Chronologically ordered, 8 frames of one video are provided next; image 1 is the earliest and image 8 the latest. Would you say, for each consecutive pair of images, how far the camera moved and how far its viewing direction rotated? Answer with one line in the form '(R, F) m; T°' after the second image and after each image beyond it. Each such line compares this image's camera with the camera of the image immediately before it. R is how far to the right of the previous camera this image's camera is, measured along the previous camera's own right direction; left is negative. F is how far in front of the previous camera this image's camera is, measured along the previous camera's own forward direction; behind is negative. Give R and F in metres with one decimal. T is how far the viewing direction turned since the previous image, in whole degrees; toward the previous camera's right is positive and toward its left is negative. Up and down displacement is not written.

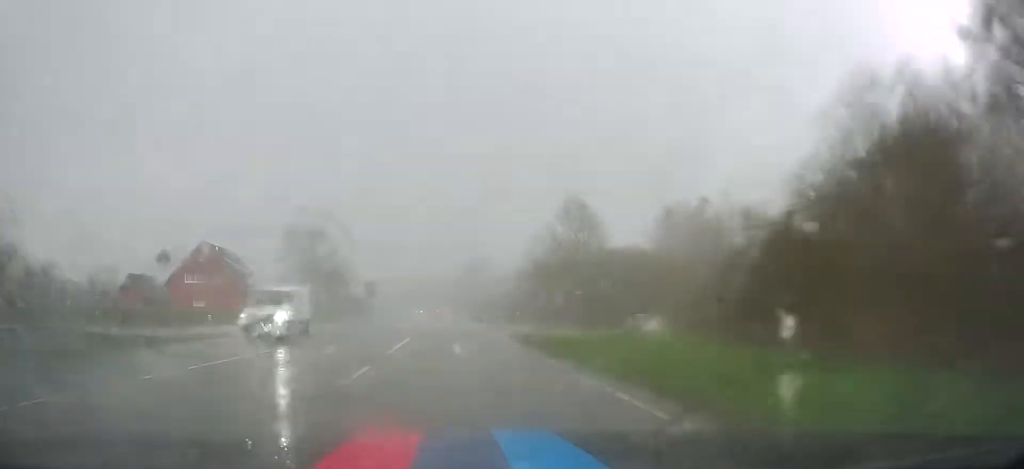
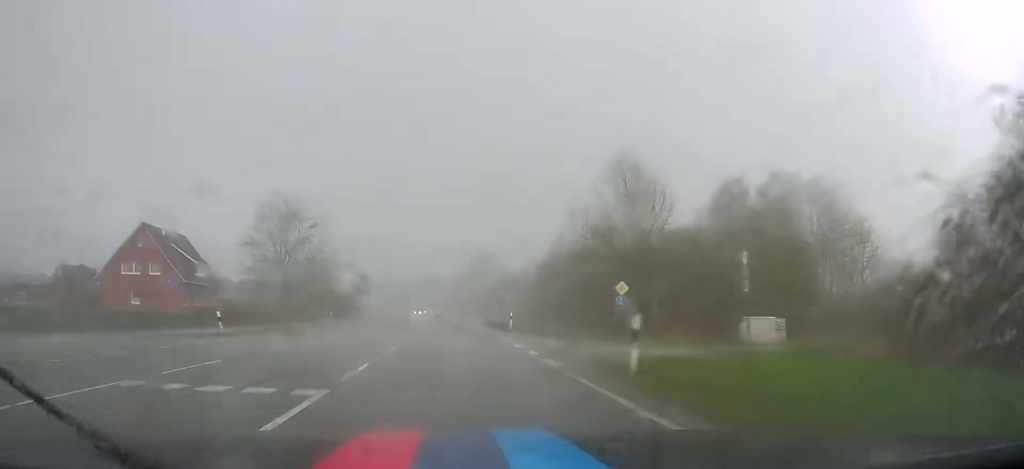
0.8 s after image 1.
(-0.1, +16.9) m; 0°
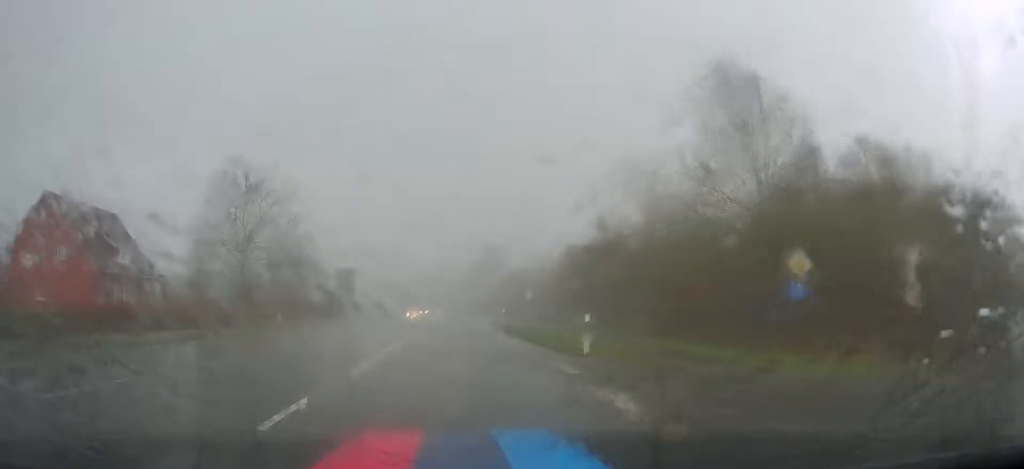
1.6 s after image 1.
(+0.2, +17.6) m; 0°
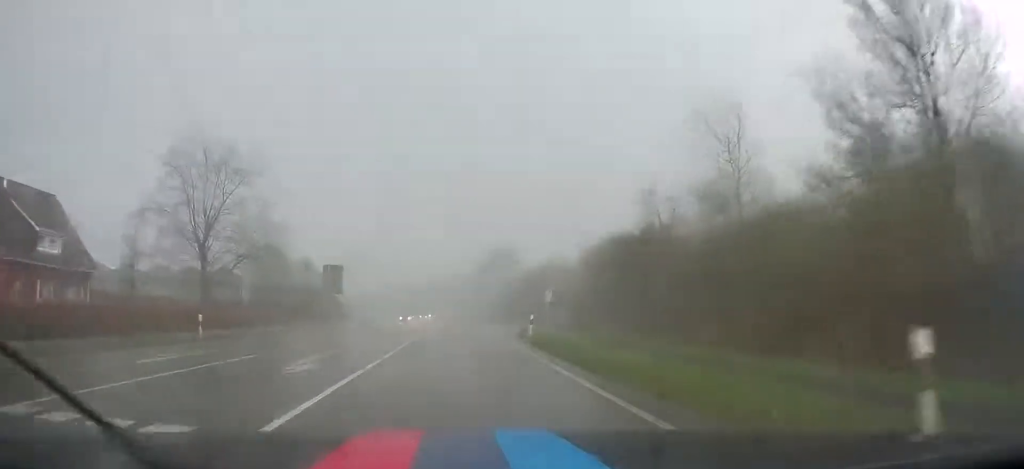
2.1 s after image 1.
(-0.1, +11.0) m; -1°
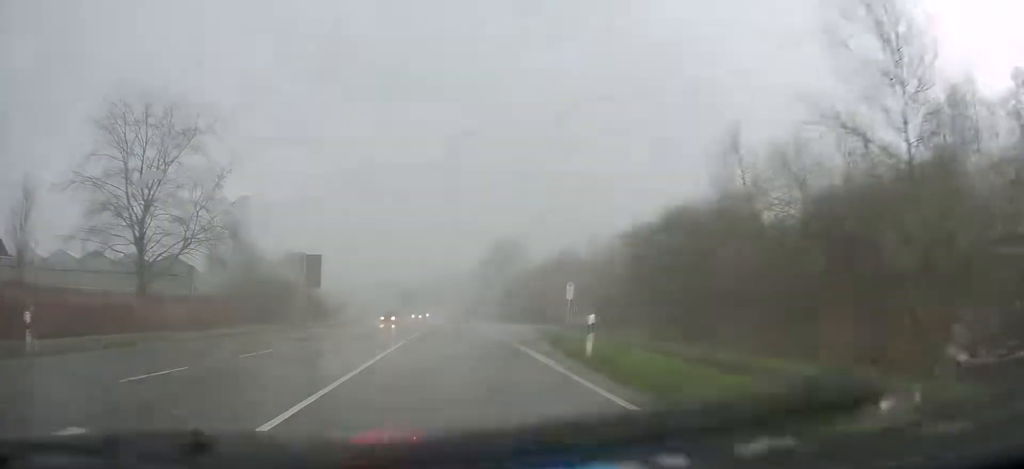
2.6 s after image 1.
(0.0, +11.3) m; -1°
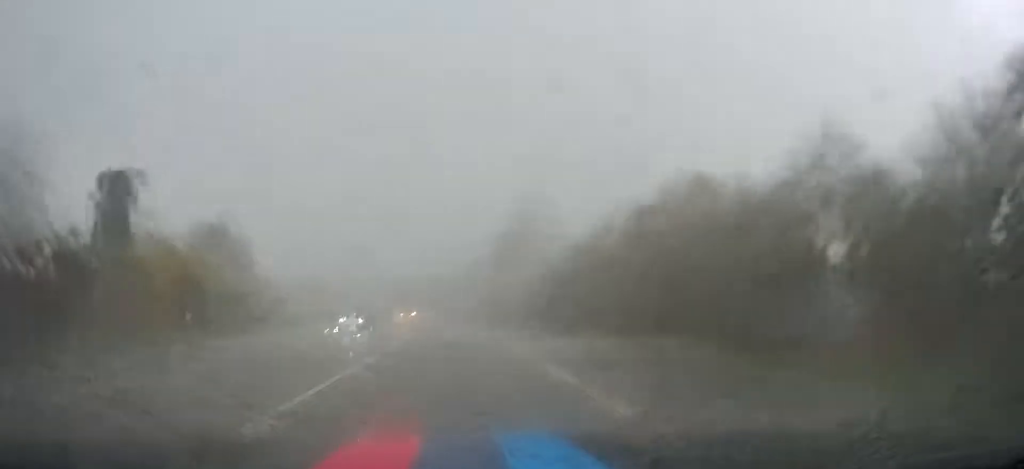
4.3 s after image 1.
(-0.1, +36.6) m; 0°
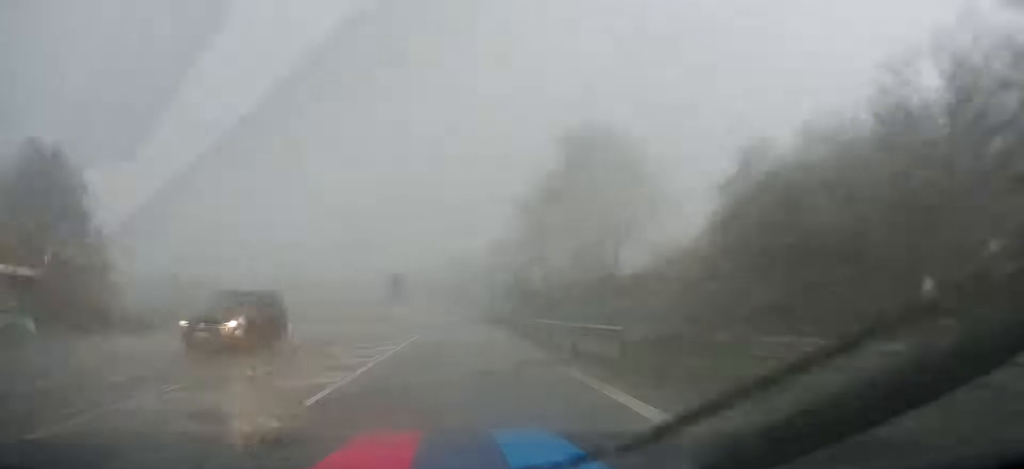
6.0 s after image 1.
(-0.8, +34.4) m; -2°
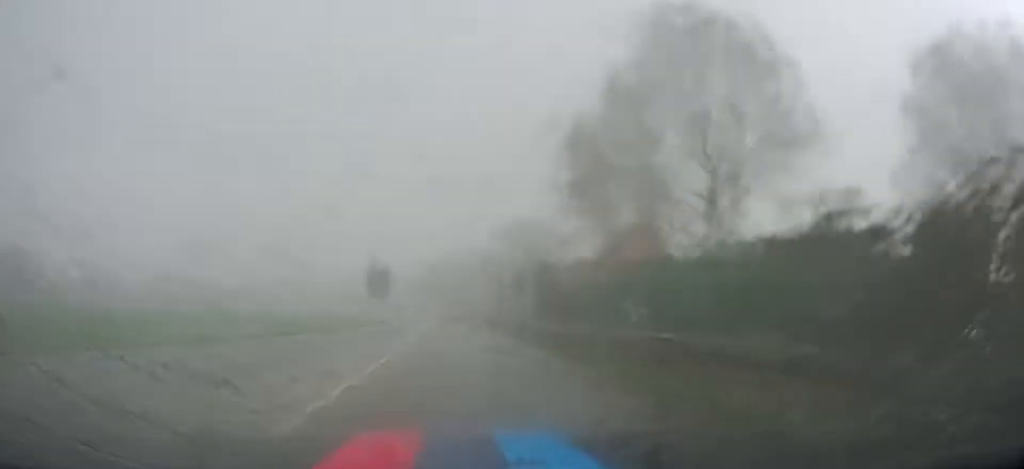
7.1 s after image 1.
(+0.1, +20.9) m; 0°
